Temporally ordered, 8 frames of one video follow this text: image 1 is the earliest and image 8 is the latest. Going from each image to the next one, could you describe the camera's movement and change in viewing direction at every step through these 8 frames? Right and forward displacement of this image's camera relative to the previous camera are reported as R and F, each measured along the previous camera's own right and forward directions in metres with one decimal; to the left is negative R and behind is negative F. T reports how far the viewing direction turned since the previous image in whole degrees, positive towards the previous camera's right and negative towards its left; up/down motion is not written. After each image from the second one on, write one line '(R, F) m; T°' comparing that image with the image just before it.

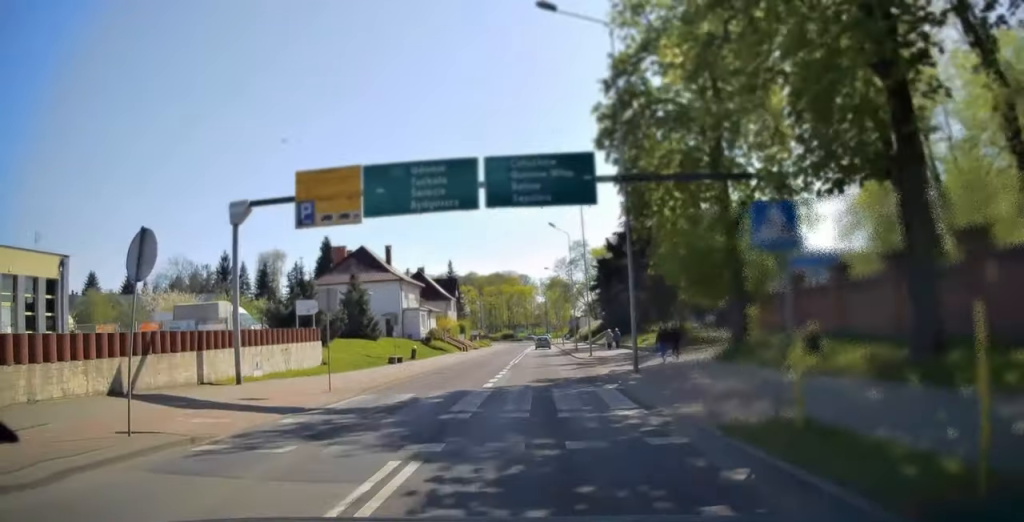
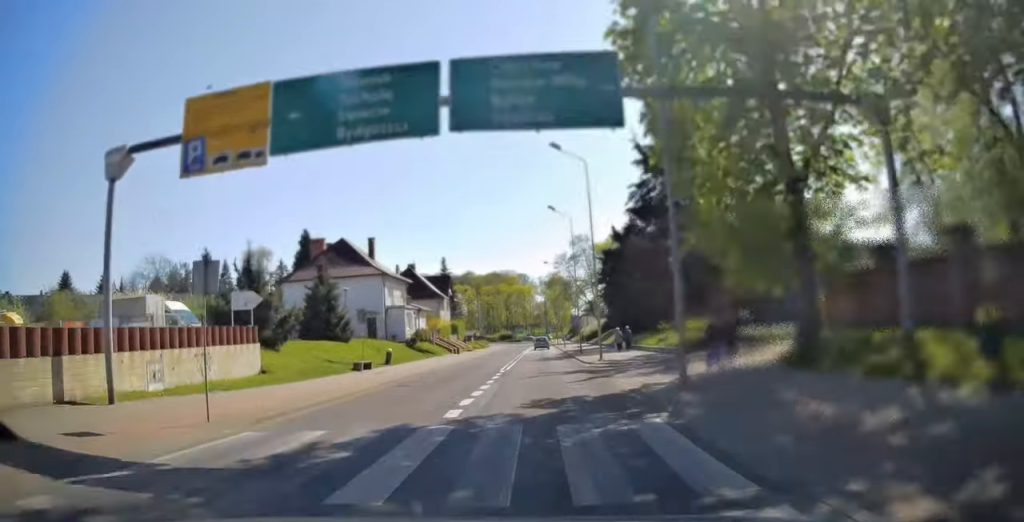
(0.0, +6.7) m; 0°
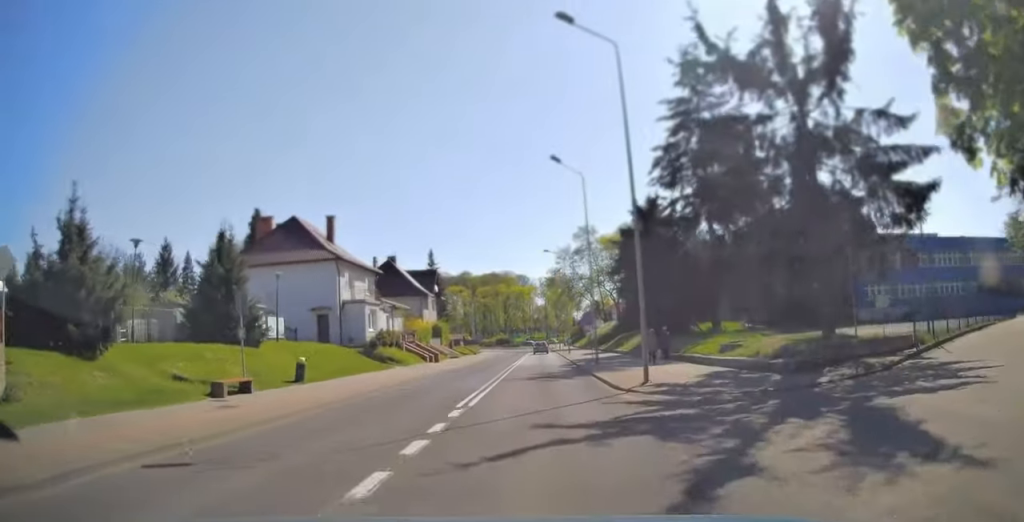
(0.0, +13.1) m; 0°
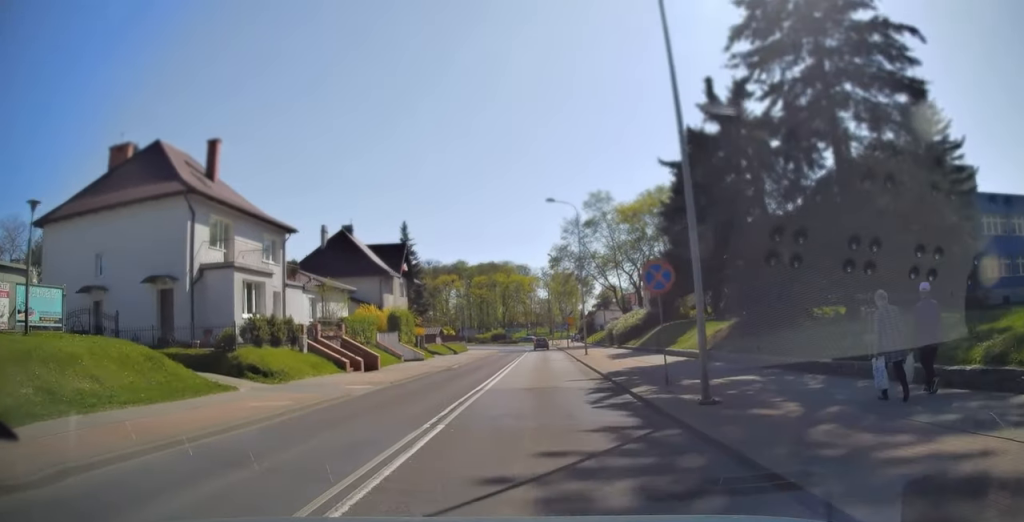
(-0.1, +20.5) m; 0°
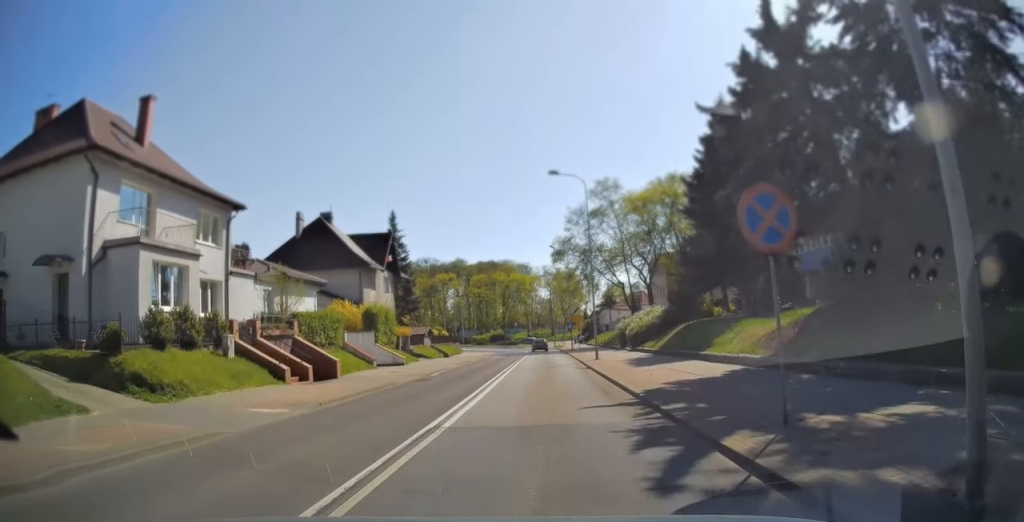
(+0.1, +7.1) m; 0°
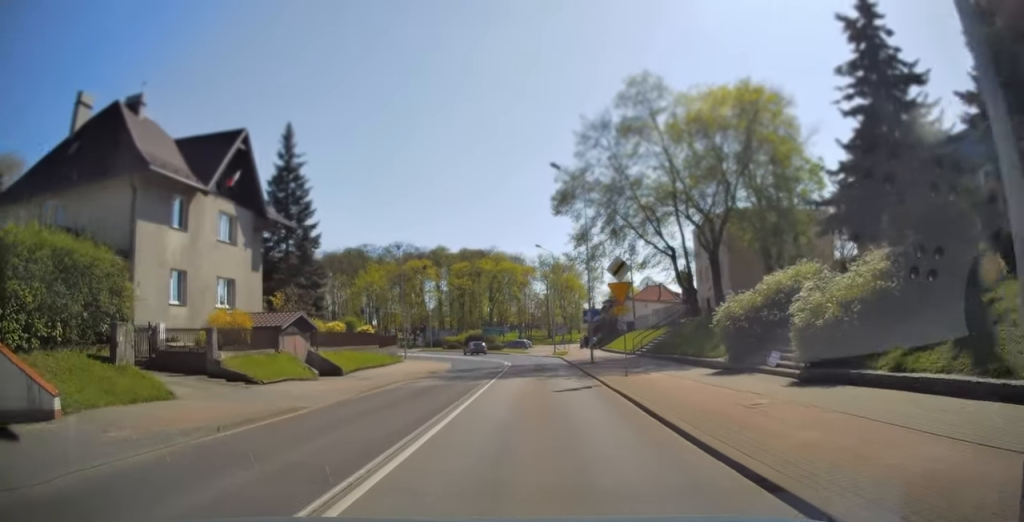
(0.0, +31.2) m; 0°
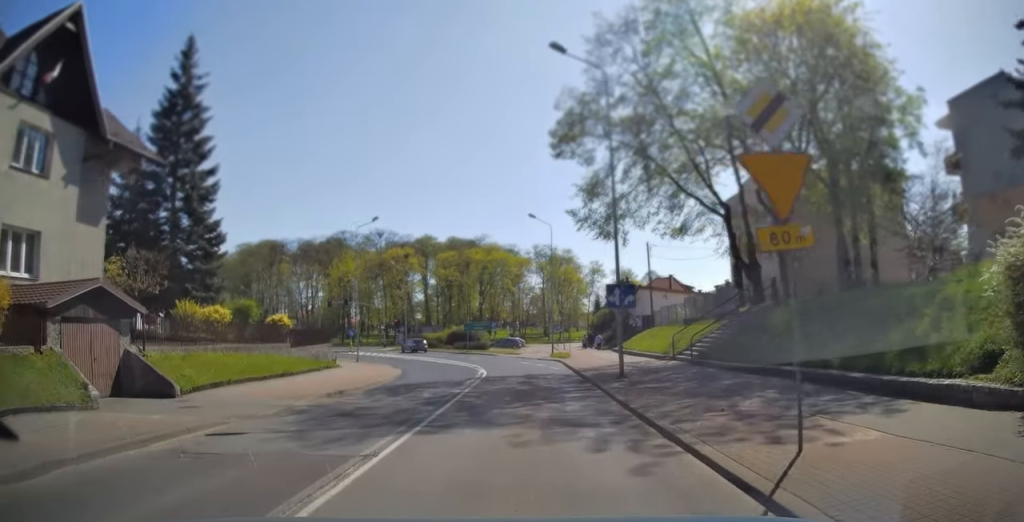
(-0.1, +14.9) m; -1°
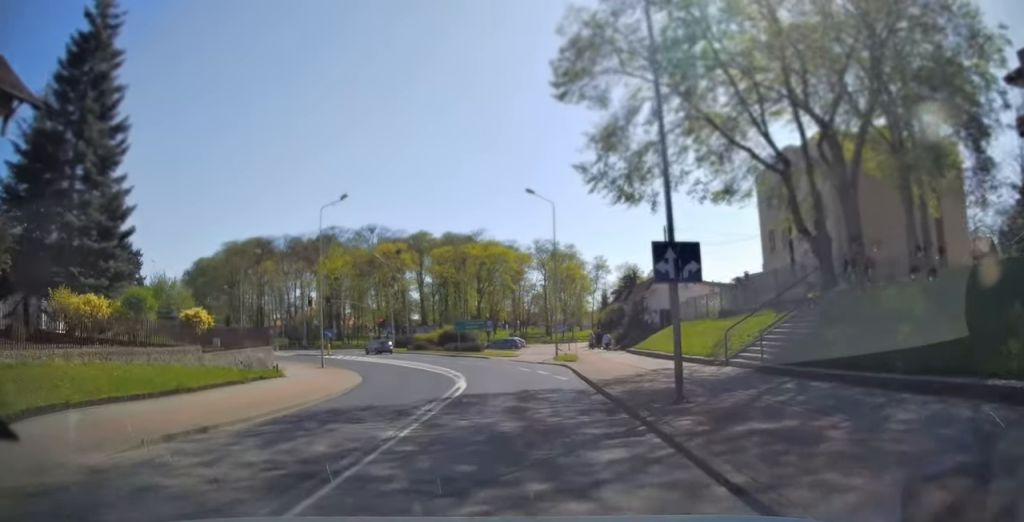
(-0.1, +8.7) m; -2°
